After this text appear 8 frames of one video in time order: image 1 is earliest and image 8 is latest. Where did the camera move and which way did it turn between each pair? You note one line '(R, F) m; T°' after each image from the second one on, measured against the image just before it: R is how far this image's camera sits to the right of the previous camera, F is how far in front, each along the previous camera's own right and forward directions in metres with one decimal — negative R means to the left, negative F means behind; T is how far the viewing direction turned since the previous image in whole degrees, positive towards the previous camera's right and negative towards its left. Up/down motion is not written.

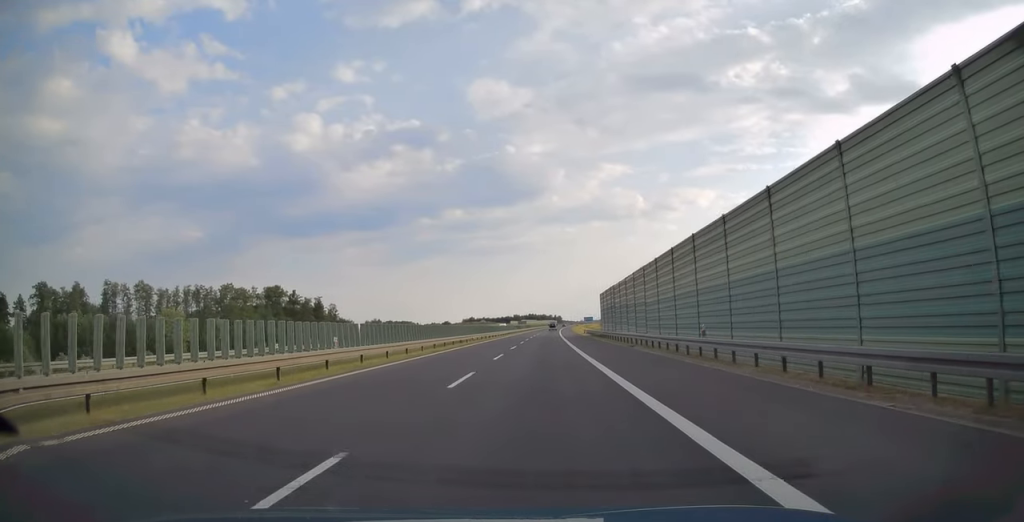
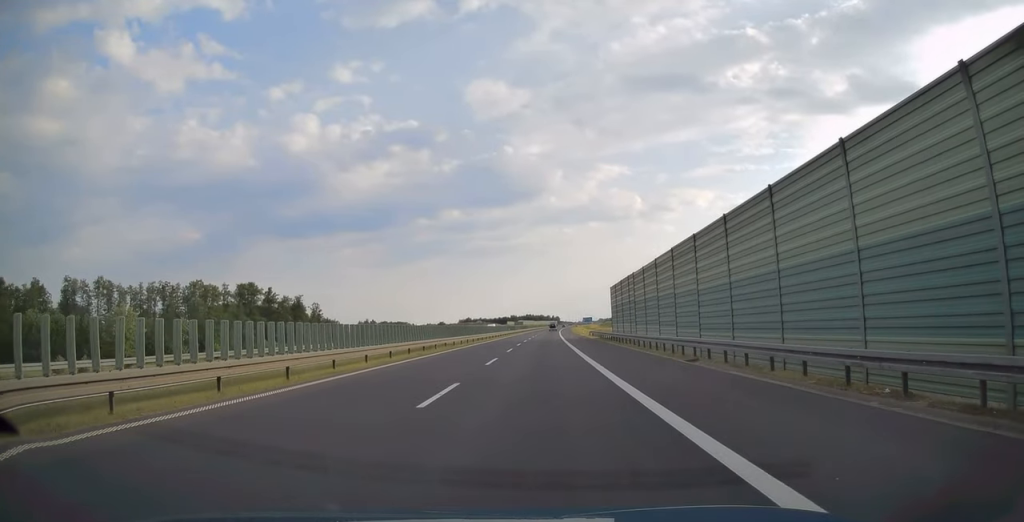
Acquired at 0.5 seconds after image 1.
(0.0, +15.2) m; 0°
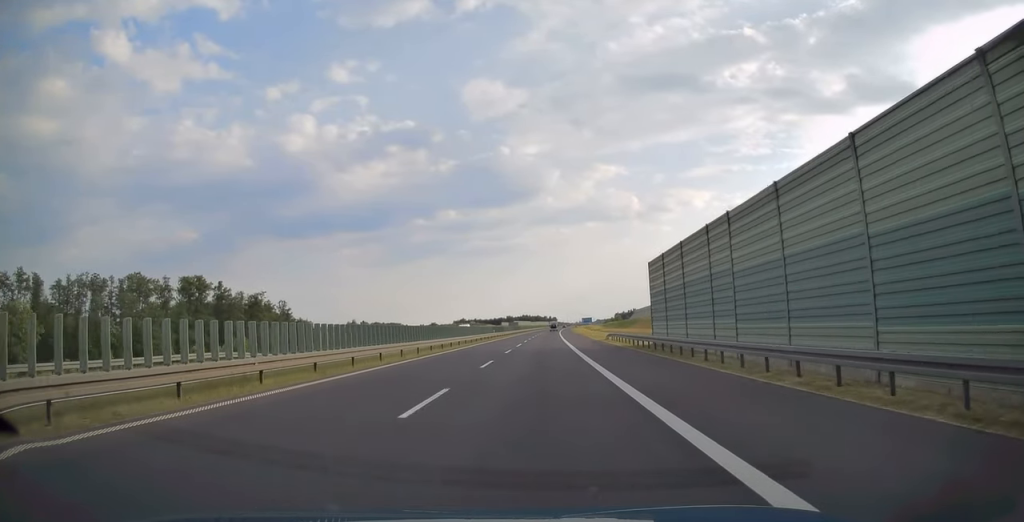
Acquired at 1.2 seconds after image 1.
(+0.1, +25.6) m; 0°
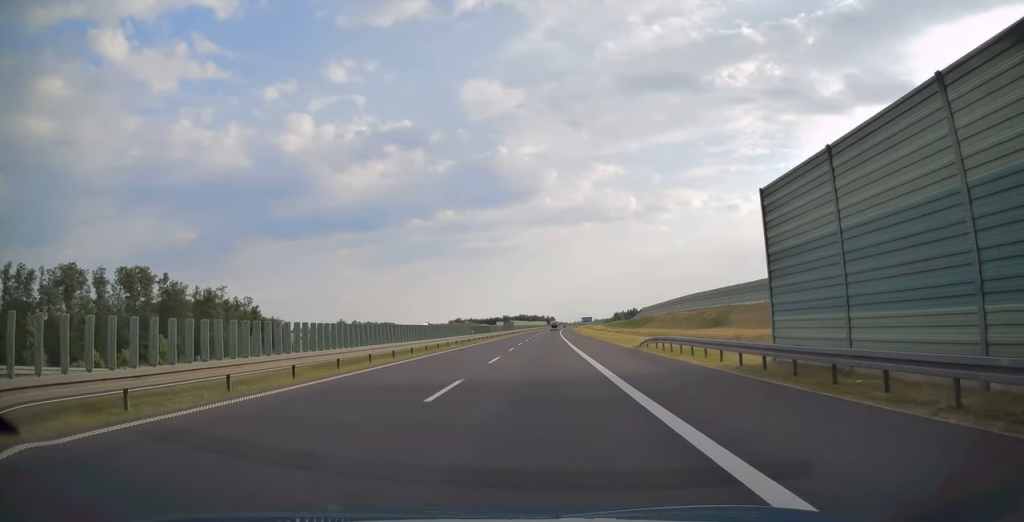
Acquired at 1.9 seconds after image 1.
(+0.1, +21.7) m; 0°
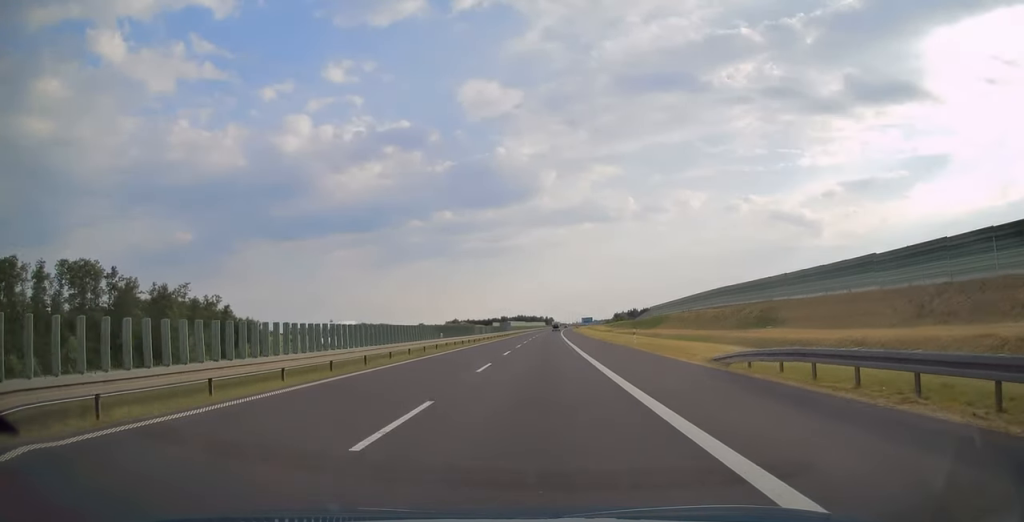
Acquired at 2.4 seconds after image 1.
(+0.1, +16.9) m; 0°
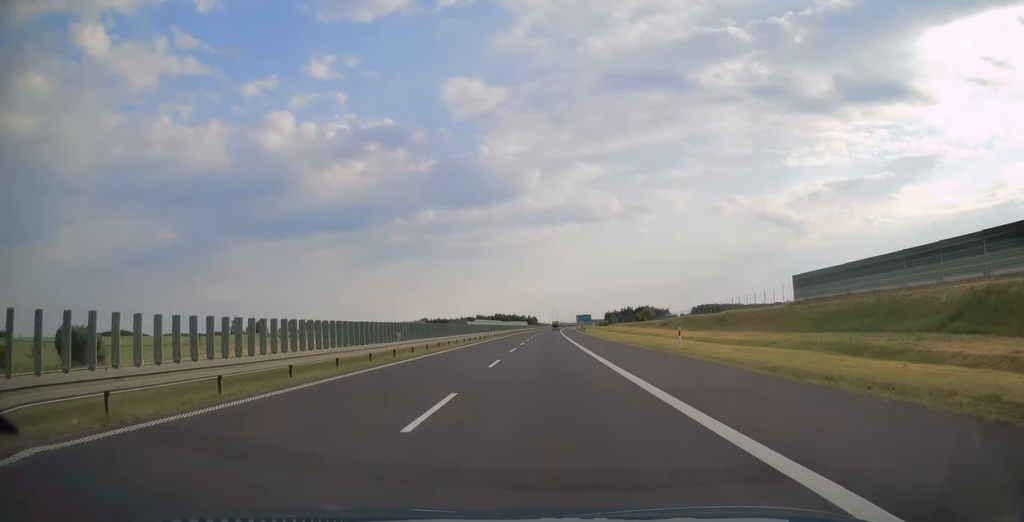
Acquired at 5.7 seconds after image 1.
(+1.2, +107.4) m; +1°
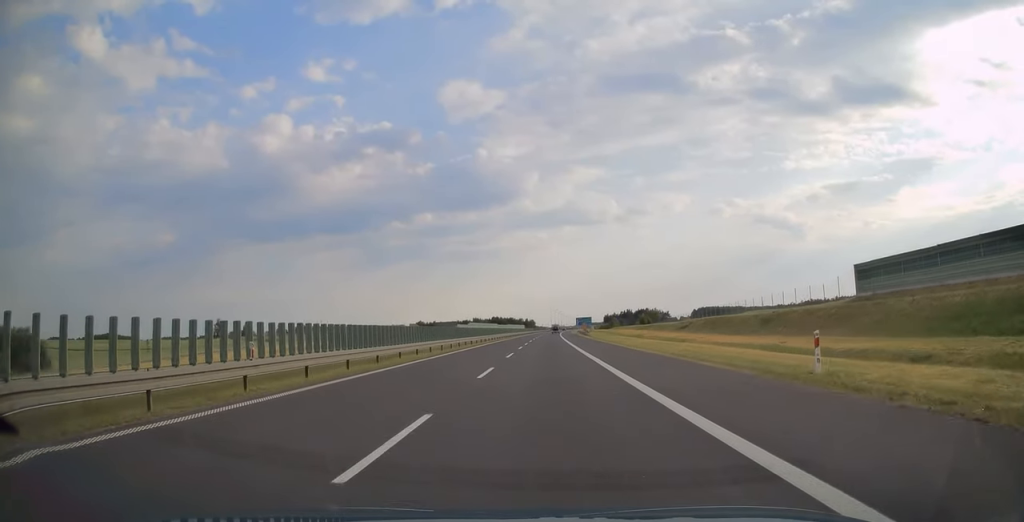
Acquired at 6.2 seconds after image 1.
(+0.1, +14.7) m; 0°
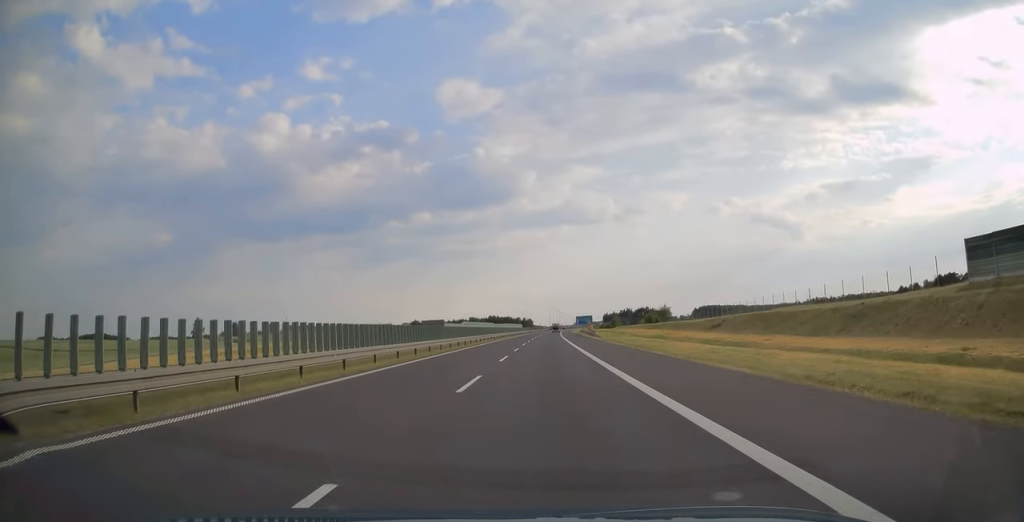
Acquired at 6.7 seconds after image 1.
(0.0, +16.3) m; 0°
